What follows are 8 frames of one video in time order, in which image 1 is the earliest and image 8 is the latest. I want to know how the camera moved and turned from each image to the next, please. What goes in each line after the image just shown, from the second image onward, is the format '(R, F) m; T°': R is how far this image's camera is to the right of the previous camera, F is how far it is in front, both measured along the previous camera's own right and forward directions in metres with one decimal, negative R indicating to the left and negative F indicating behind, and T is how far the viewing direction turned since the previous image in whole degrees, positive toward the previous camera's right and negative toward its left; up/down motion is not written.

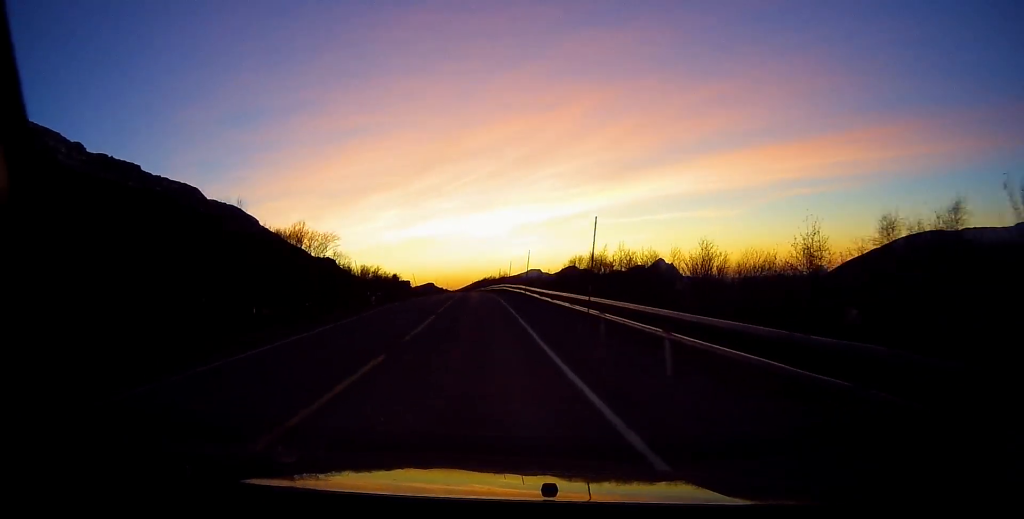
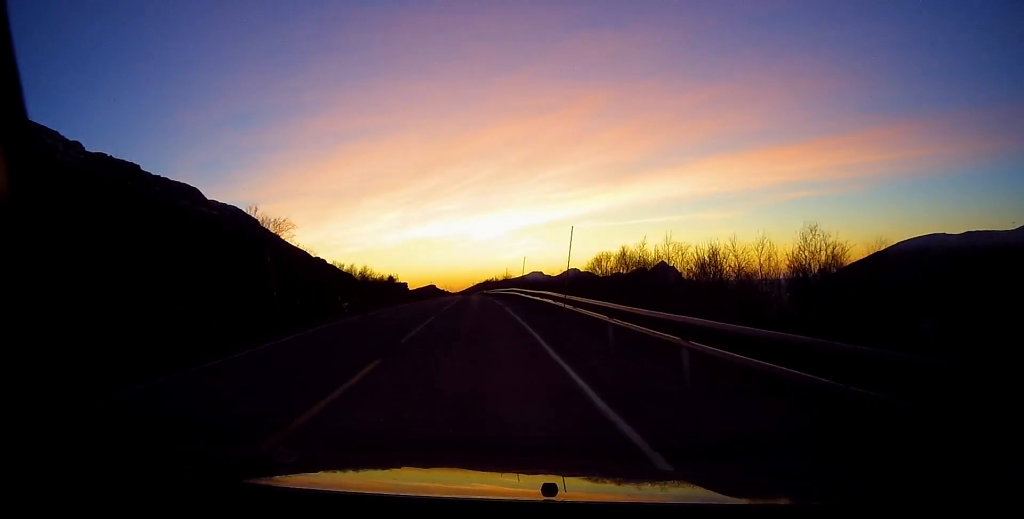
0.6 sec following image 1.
(0.0, +12.5) m; 0°
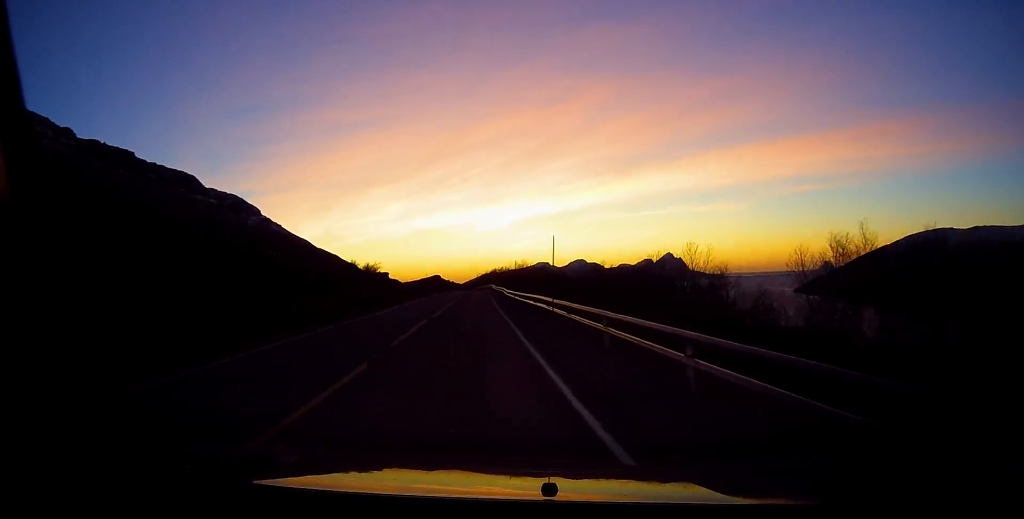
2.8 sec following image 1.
(-0.2, +48.4) m; -1°
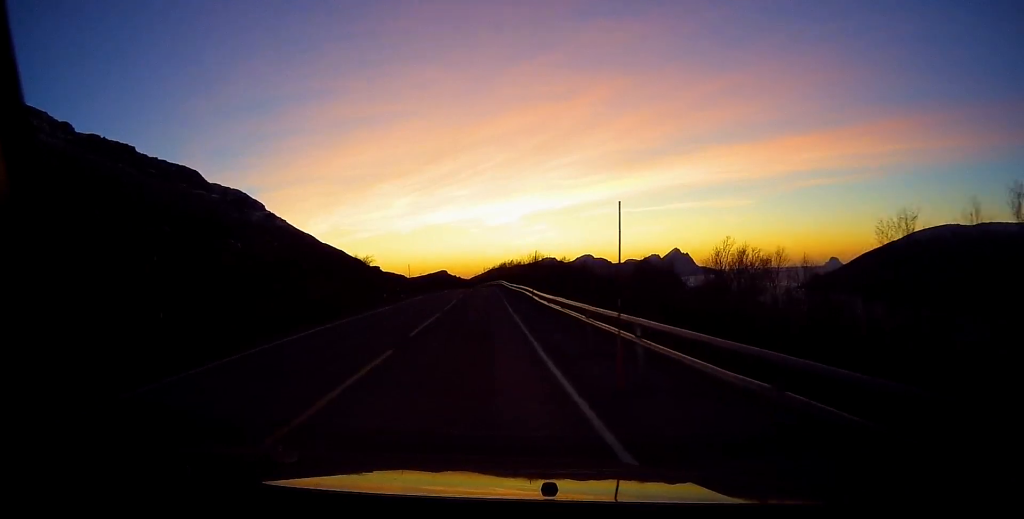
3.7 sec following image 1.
(0.0, +21.4) m; 0°
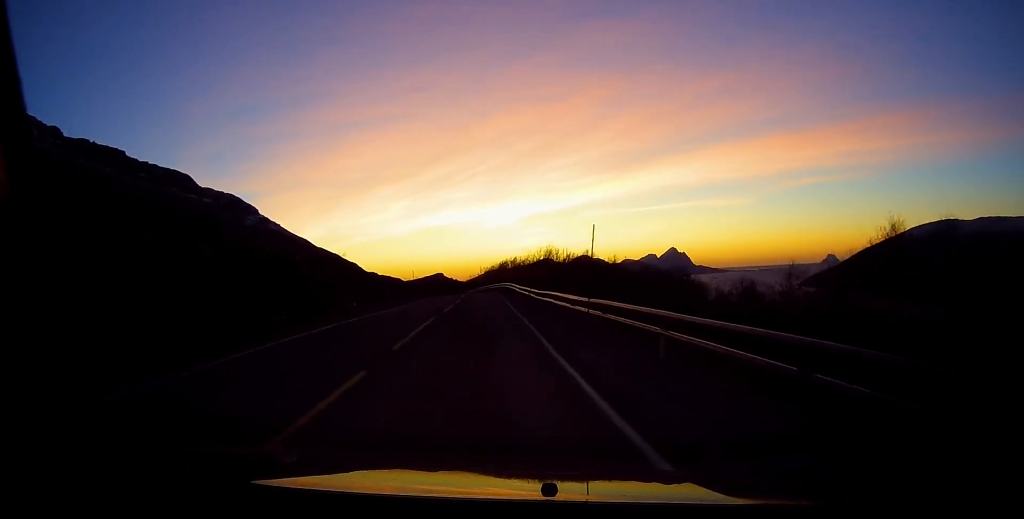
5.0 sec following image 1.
(0.0, +28.1) m; 0°
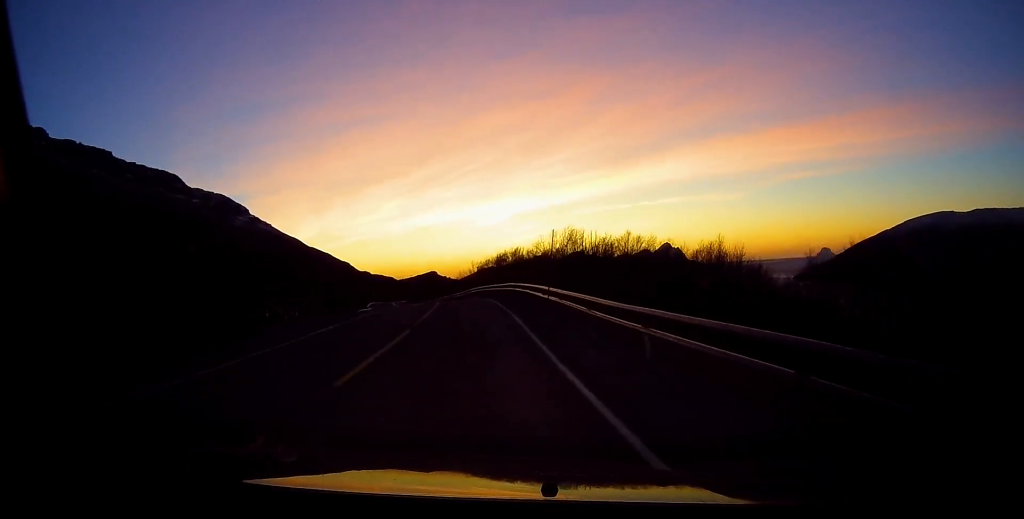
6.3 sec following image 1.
(-0.1, +28.0) m; 0°
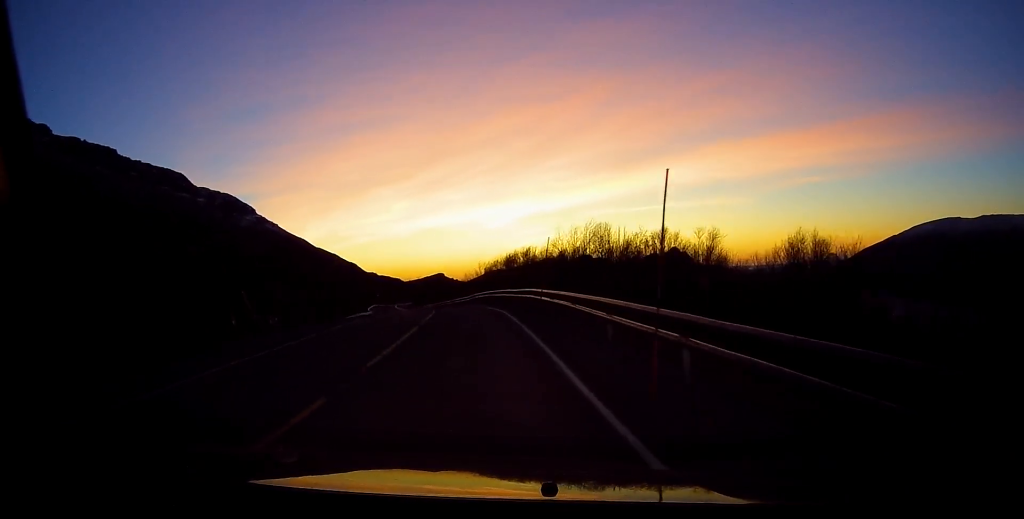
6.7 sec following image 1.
(0.0, +9.5) m; -1°
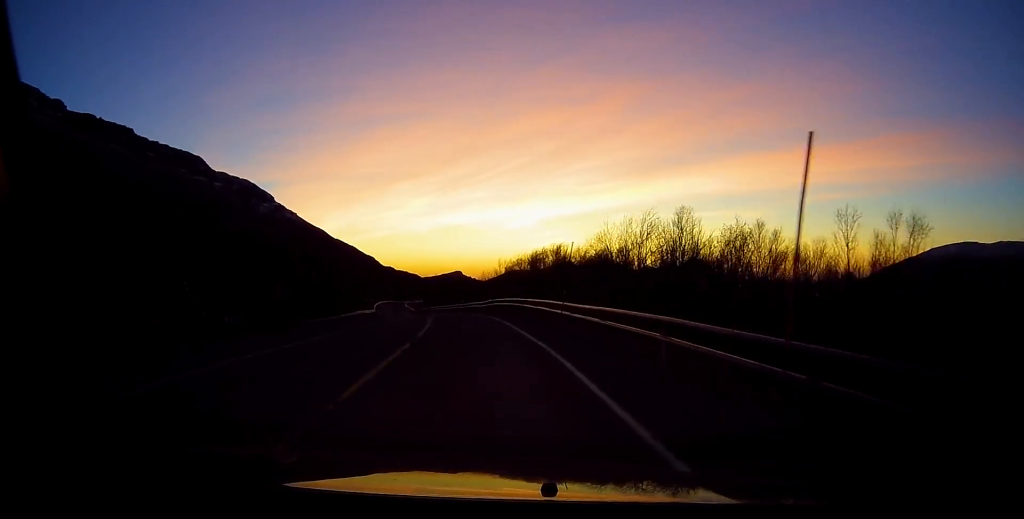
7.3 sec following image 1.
(+0.1, +13.8) m; -1°
